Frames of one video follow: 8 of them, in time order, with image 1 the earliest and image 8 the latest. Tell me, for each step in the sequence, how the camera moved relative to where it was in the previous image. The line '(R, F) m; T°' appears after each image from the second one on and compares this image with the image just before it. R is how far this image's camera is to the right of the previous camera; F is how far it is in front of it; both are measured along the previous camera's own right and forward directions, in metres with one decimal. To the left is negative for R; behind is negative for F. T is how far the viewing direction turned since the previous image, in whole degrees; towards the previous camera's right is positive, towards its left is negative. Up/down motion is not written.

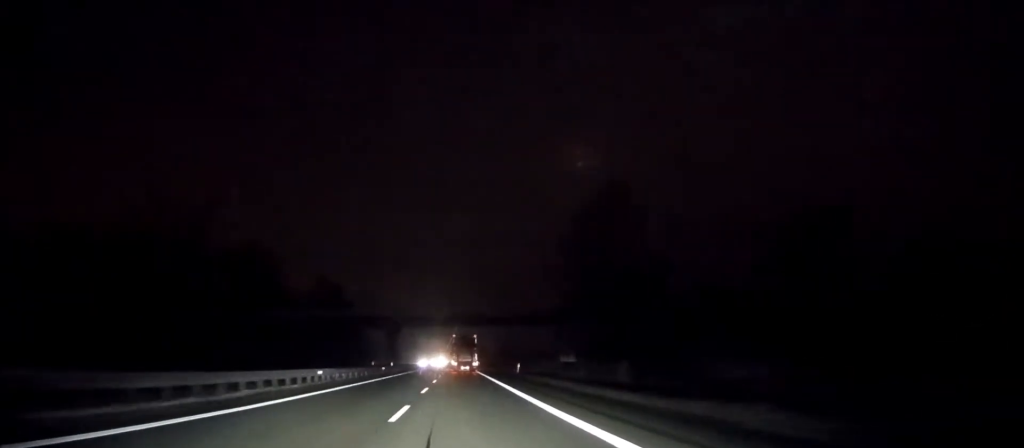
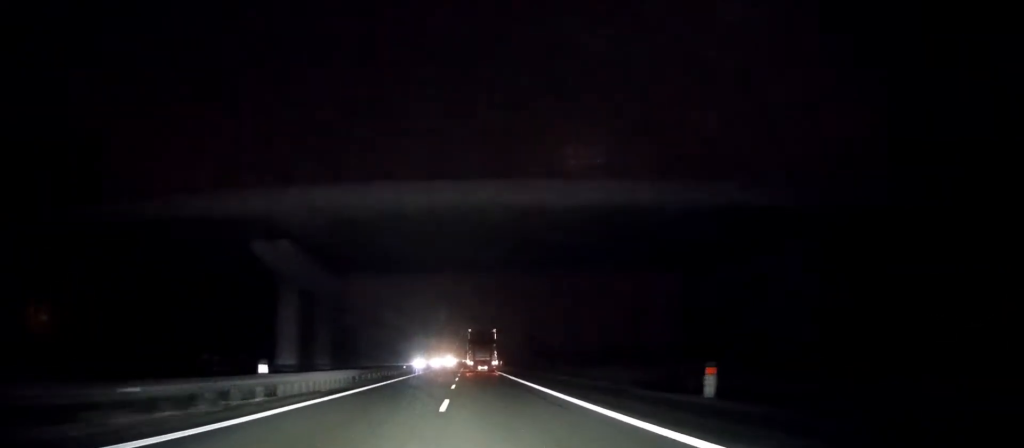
(-0.3, +45.0) m; -1°
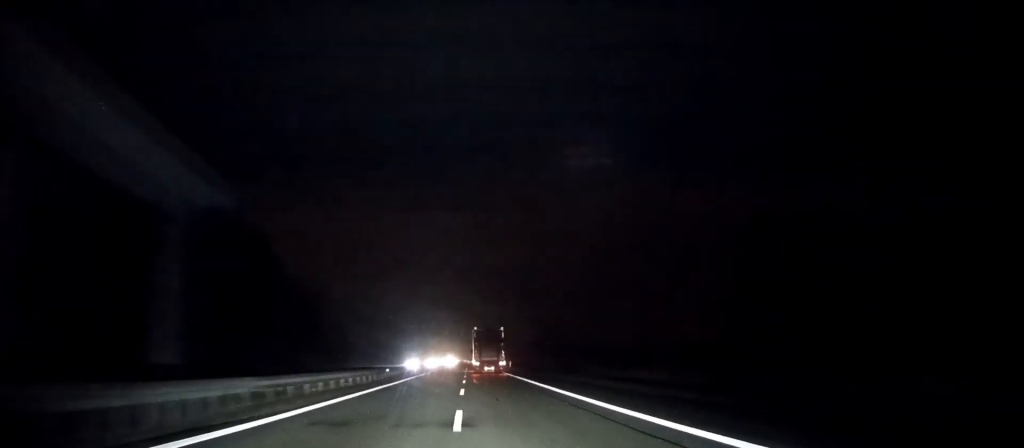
(-0.1, +16.6) m; 0°
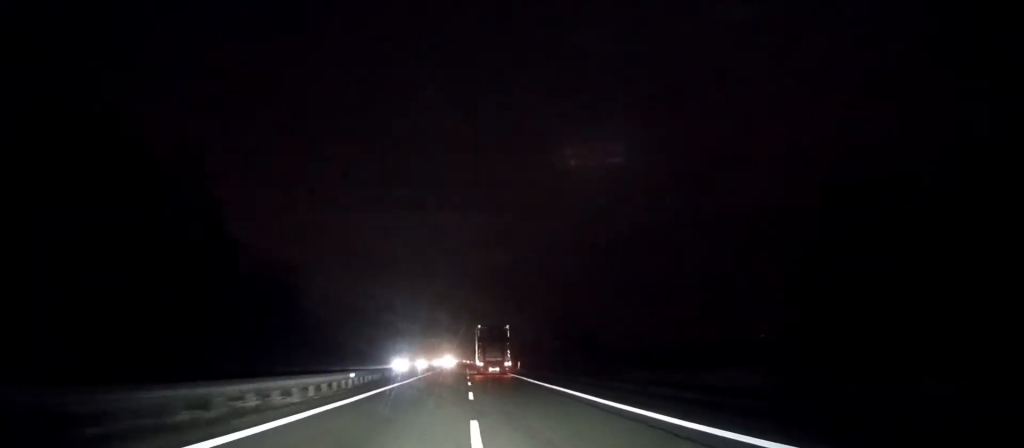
(0.0, +14.8) m; 0°
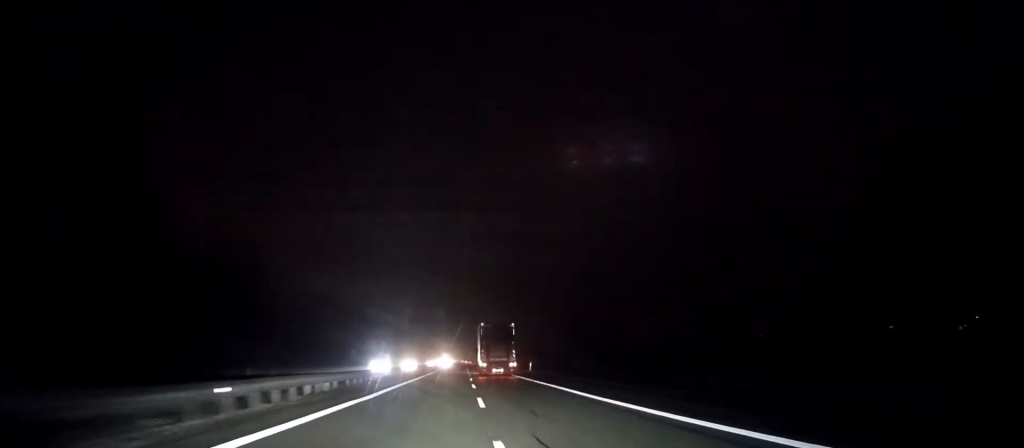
(0.0, +15.8) m; 0°
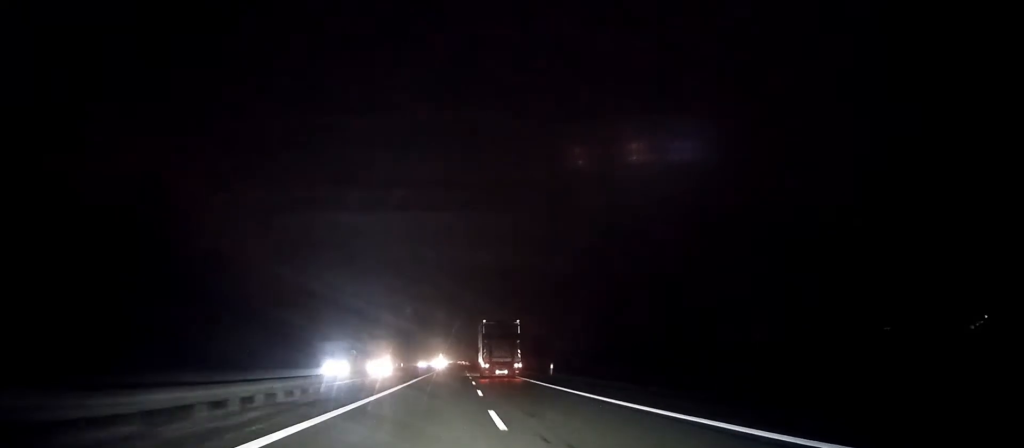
(0.0, +17.7) m; 0°
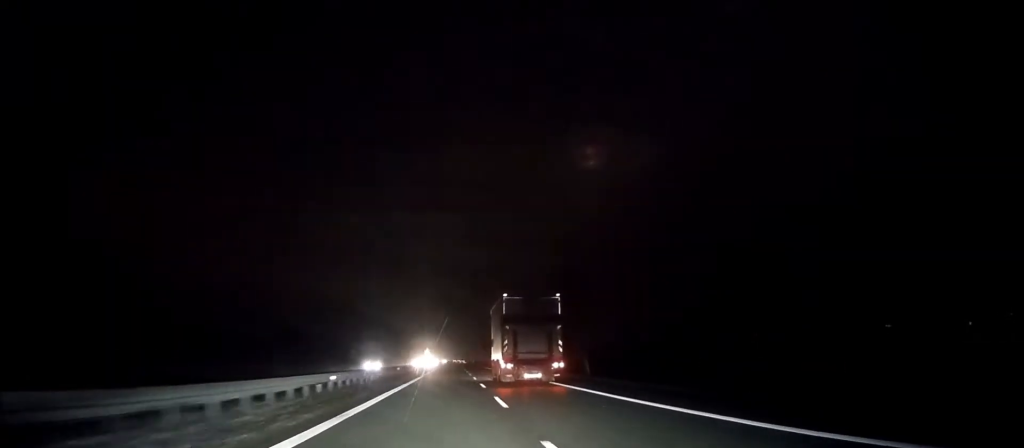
(+0.2, +67.2) m; +1°
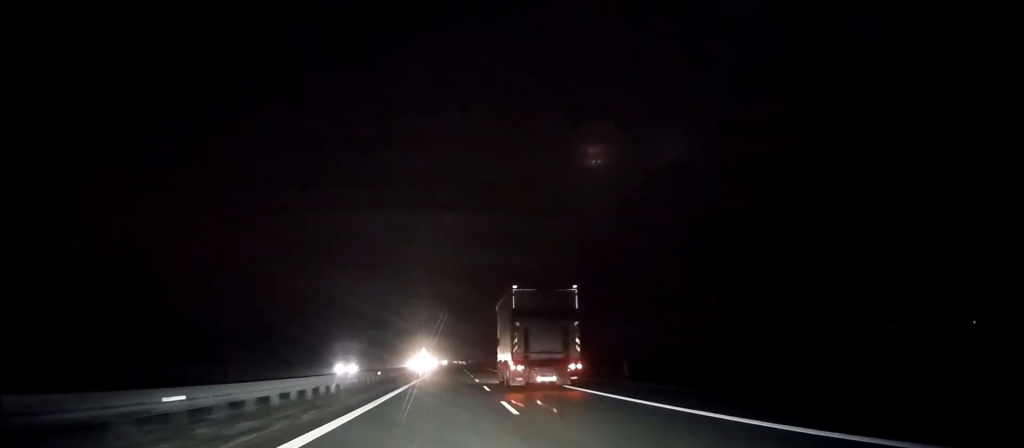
(+0.1, +13.9) m; 0°
